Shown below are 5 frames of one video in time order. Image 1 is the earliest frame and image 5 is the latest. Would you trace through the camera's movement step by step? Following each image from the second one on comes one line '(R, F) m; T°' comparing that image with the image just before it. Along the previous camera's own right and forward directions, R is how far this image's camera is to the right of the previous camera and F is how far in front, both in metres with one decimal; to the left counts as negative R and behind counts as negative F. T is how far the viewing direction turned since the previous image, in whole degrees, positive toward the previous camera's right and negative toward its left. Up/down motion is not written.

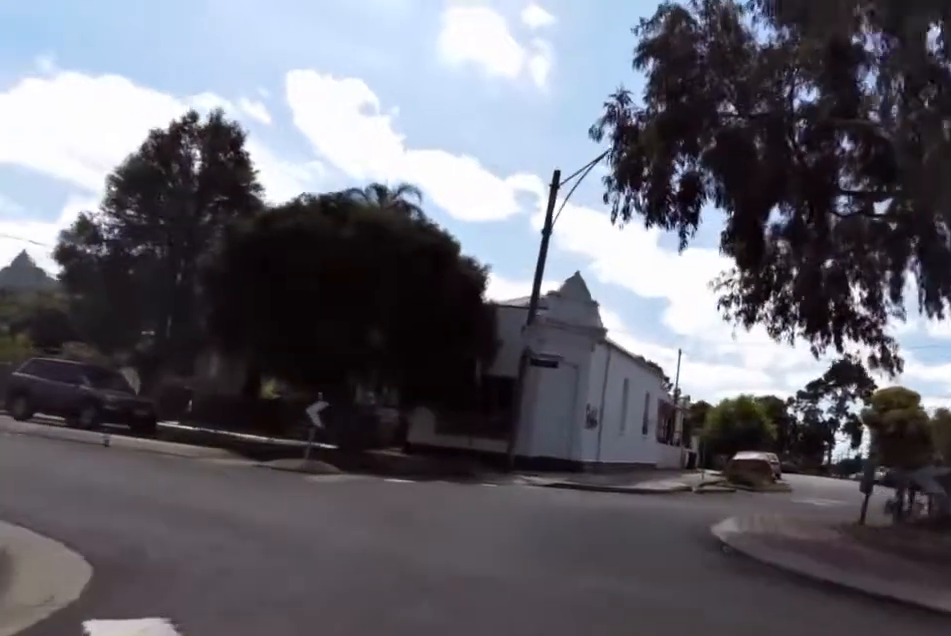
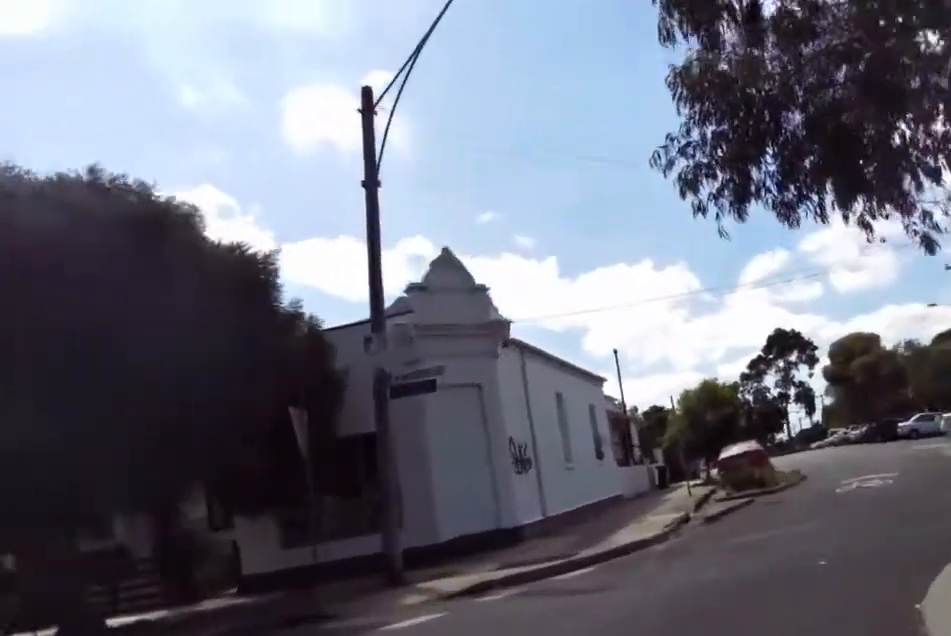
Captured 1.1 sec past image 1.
(+1.4, +7.2) m; +18°
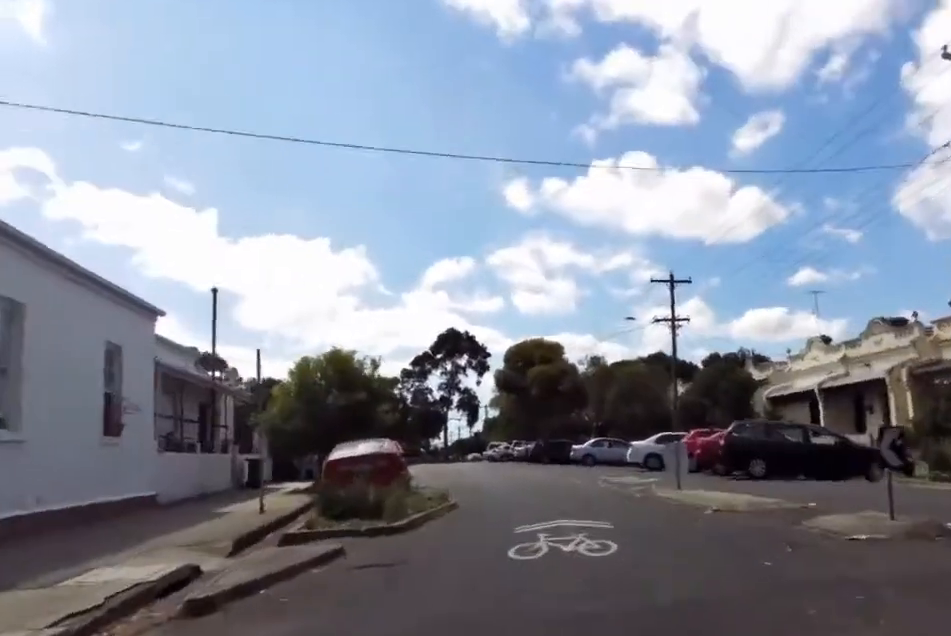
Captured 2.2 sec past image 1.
(+0.8, +7.9) m; +9°
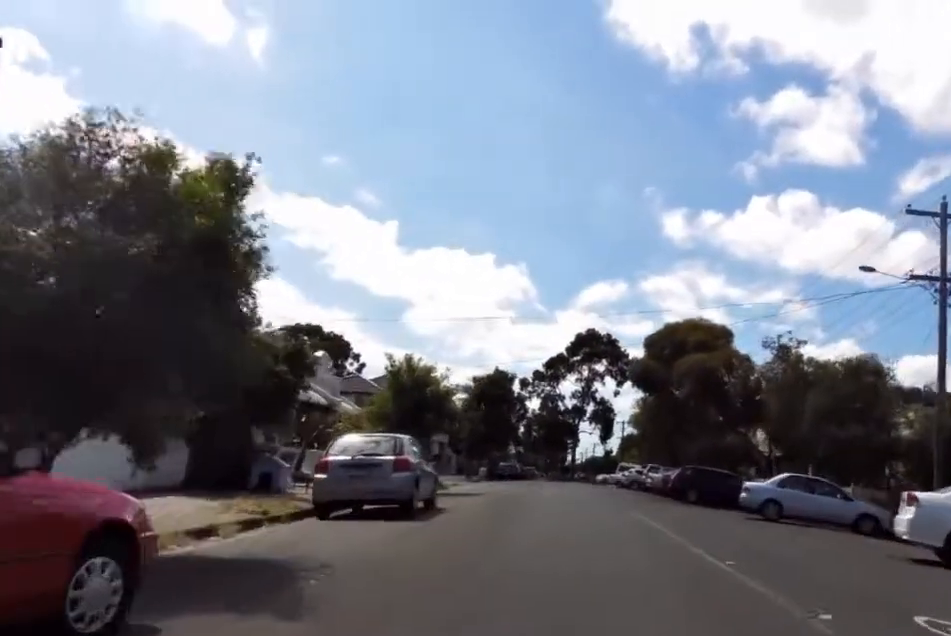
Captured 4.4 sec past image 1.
(+0.4, +16.4) m; -4°
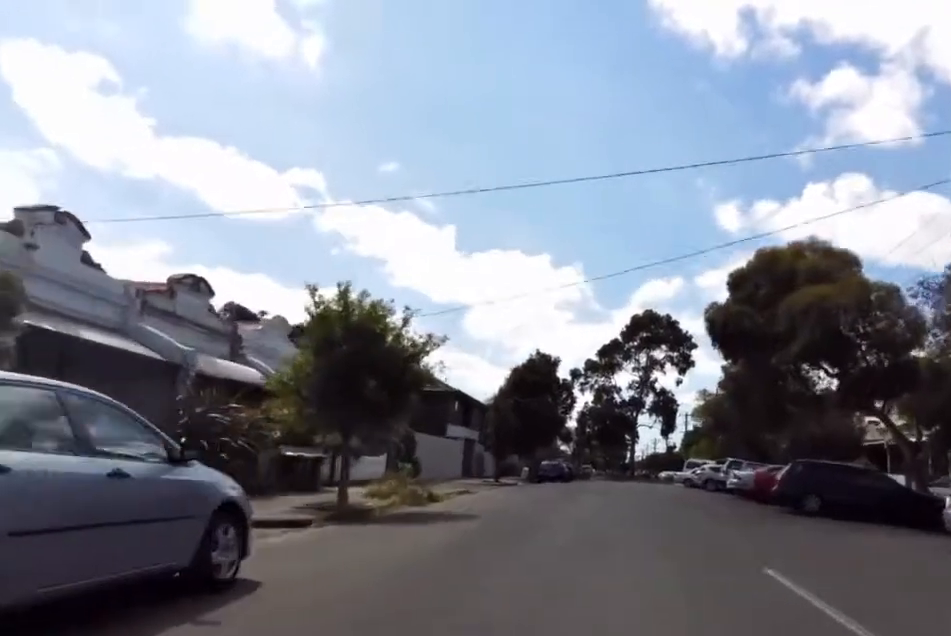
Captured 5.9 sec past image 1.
(-1.3, +11.1) m; -4°
